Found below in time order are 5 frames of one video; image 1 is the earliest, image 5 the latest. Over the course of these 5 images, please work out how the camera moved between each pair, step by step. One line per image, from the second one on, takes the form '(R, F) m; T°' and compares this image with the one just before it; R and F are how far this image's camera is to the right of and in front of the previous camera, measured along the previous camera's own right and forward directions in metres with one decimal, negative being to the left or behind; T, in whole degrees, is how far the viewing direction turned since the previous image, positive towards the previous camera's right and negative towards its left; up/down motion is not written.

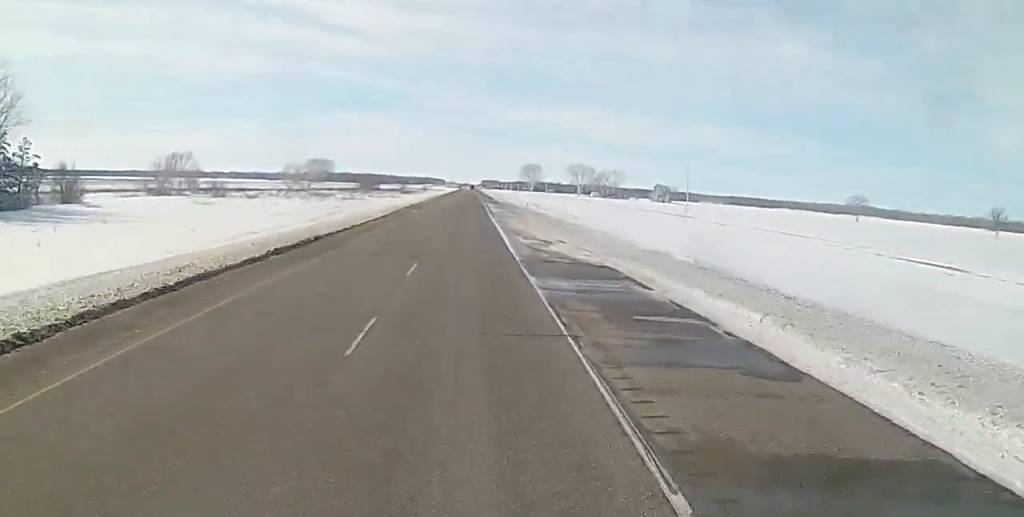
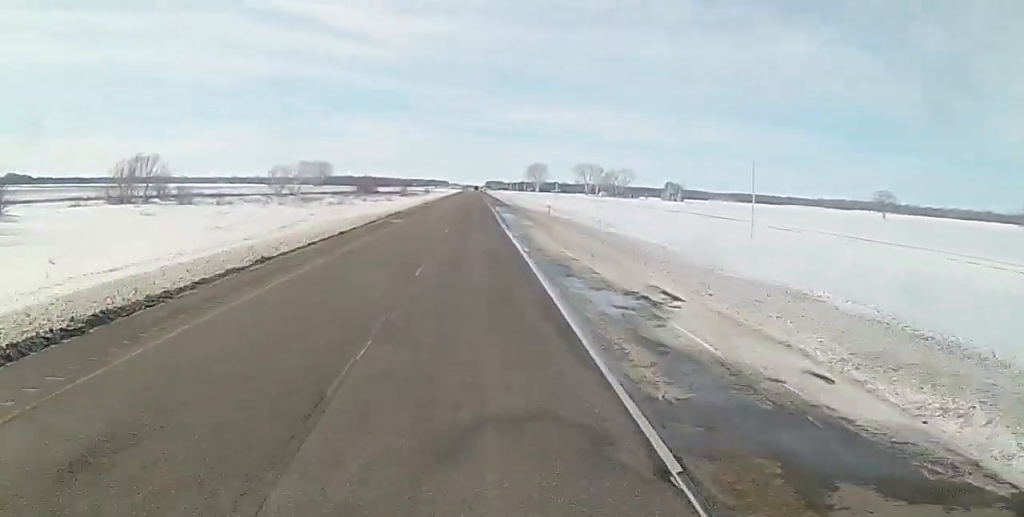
(+0.3, +24.5) m; +1°
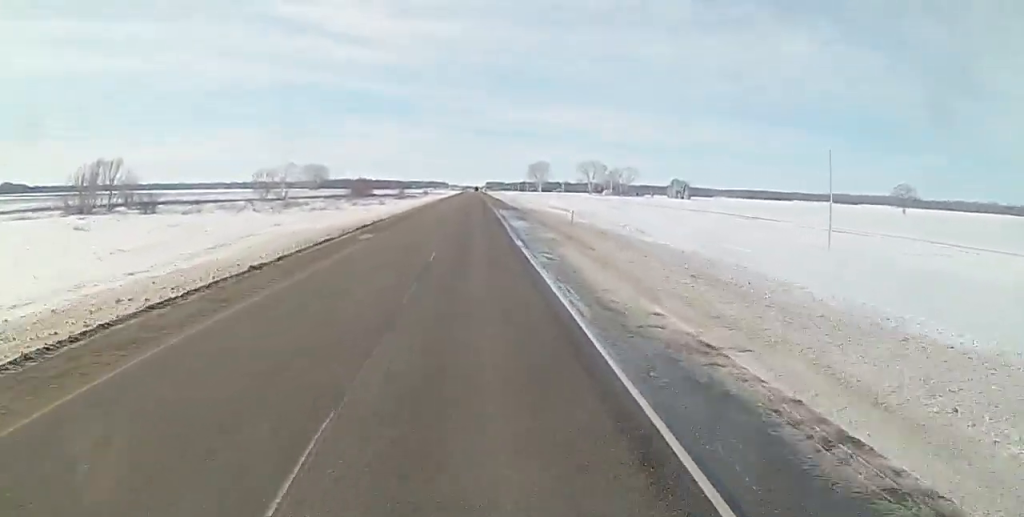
(+0.1, +19.1) m; 0°
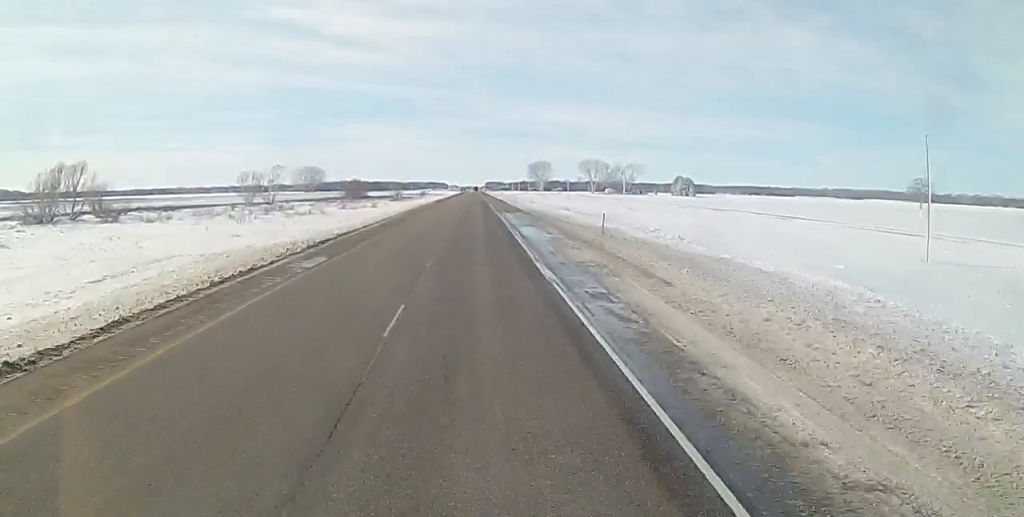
(+0.1, +15.5) m; -1°
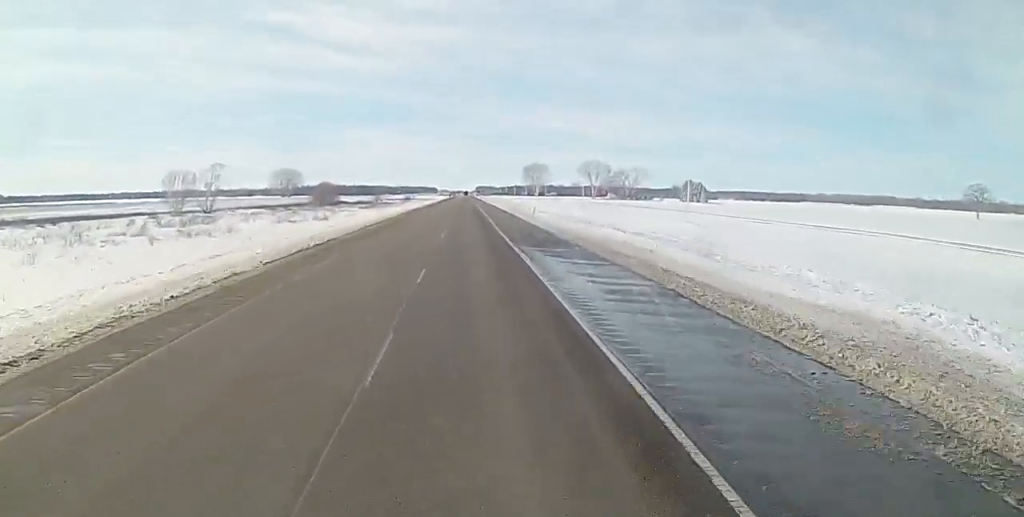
(+0.9, +52.2) m; +2°
